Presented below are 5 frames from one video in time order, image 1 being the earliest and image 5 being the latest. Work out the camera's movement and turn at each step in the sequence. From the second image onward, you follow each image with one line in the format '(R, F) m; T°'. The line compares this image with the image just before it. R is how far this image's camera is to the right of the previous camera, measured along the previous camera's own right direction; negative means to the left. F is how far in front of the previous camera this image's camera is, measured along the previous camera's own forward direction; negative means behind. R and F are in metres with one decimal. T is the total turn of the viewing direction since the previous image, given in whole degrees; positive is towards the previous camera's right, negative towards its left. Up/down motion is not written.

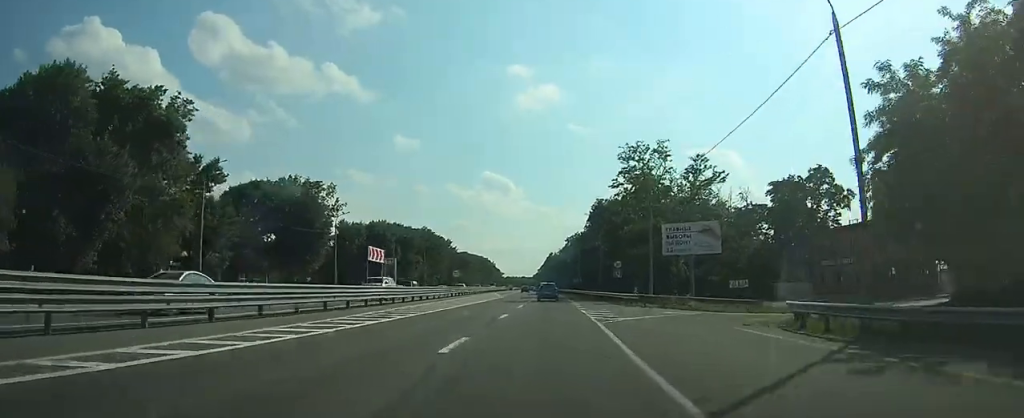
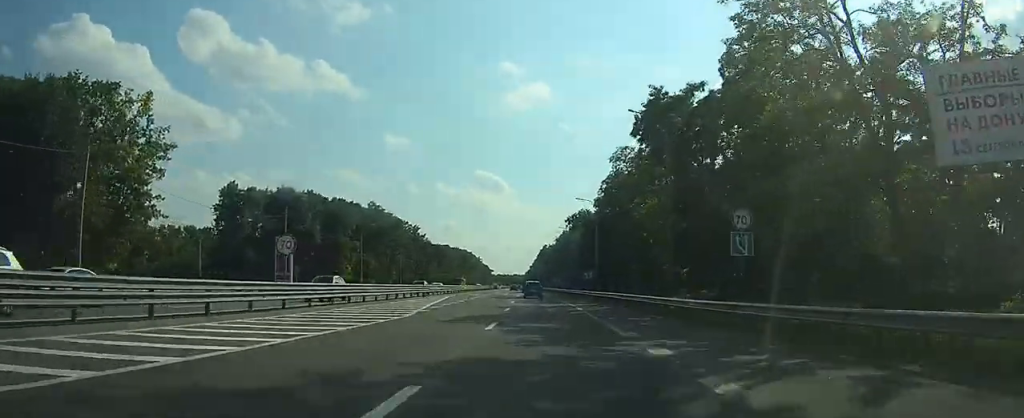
(+0.4, +42.8) m; +1°
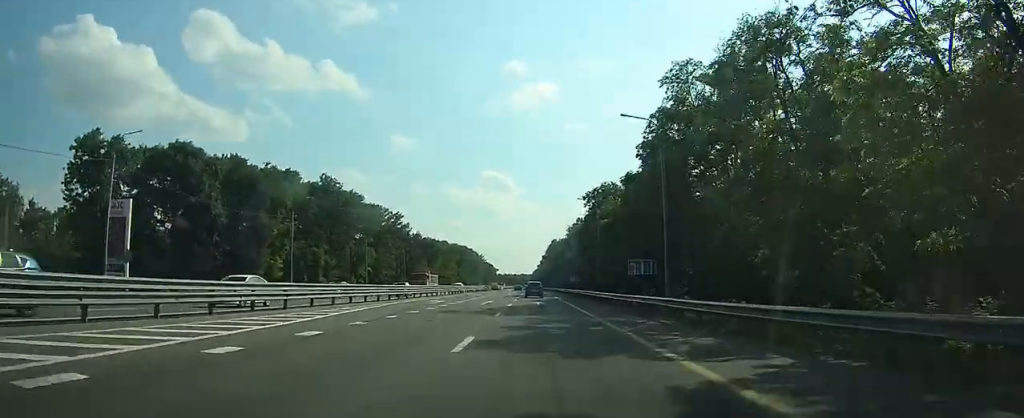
(+0.1, +29.0) m; 0°
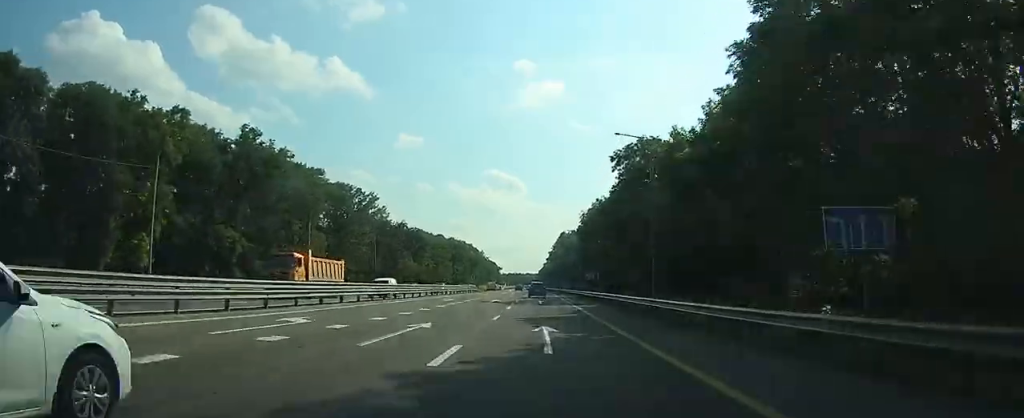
(-0.1, +25.6) m; 0°
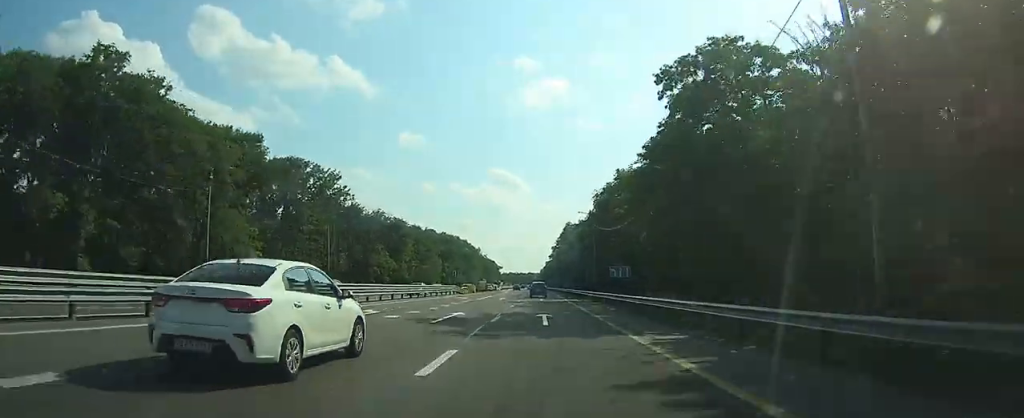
(0.0, +22.2) m; 0°
